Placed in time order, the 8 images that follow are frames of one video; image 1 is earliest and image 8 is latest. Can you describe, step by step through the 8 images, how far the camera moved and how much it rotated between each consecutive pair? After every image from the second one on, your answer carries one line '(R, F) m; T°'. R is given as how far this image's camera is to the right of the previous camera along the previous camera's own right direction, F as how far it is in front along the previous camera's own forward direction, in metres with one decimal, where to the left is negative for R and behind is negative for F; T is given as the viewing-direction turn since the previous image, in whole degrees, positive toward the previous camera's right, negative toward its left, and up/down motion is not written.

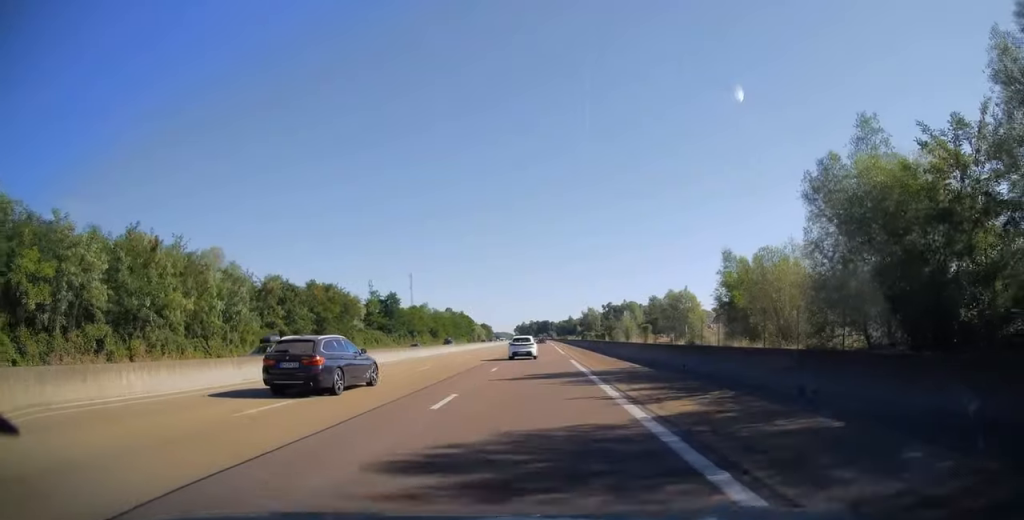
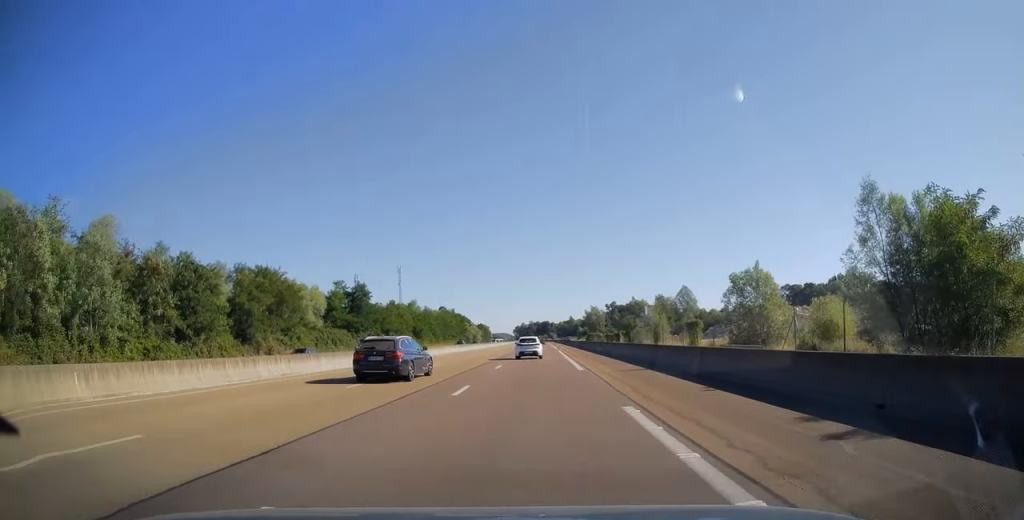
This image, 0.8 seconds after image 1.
(-0.1, +23.3) m; 0°
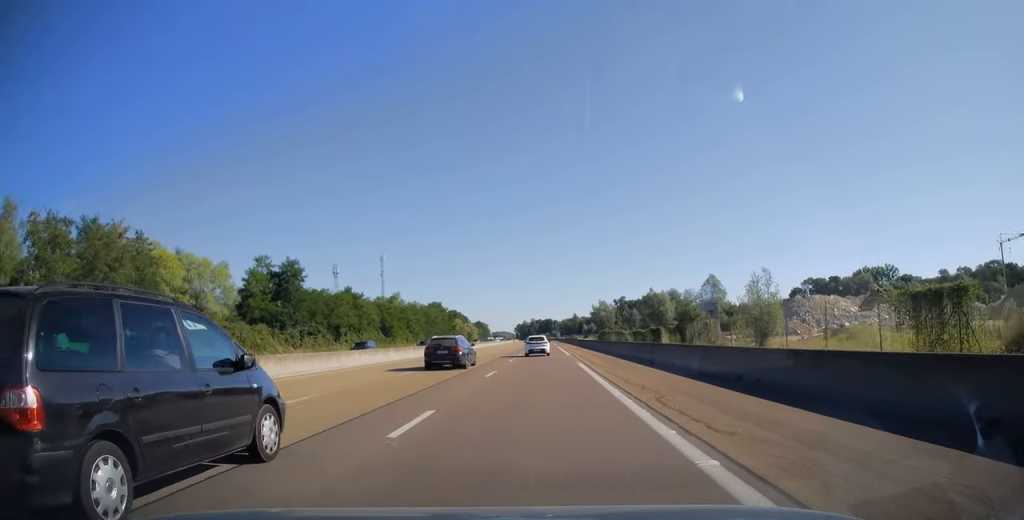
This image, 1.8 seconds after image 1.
(0.0, +32.4) m; 0°
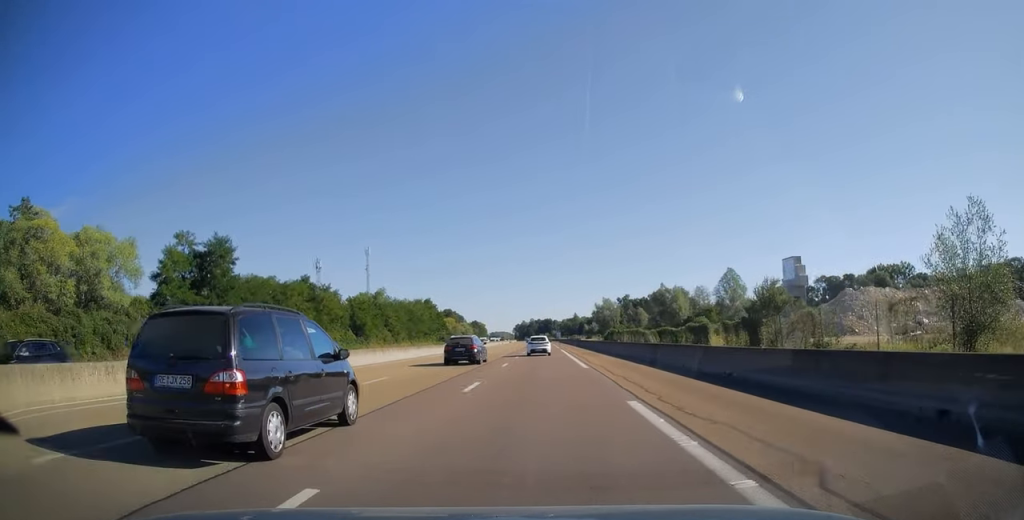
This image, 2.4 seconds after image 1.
(0.0, +19.0) m; 0°
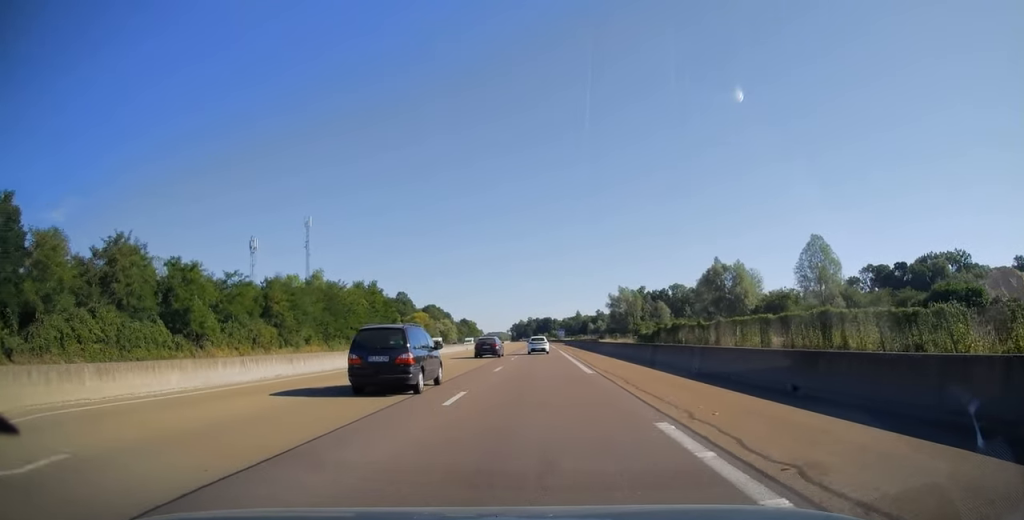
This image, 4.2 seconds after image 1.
(+0.1, +54.8) m; 0°
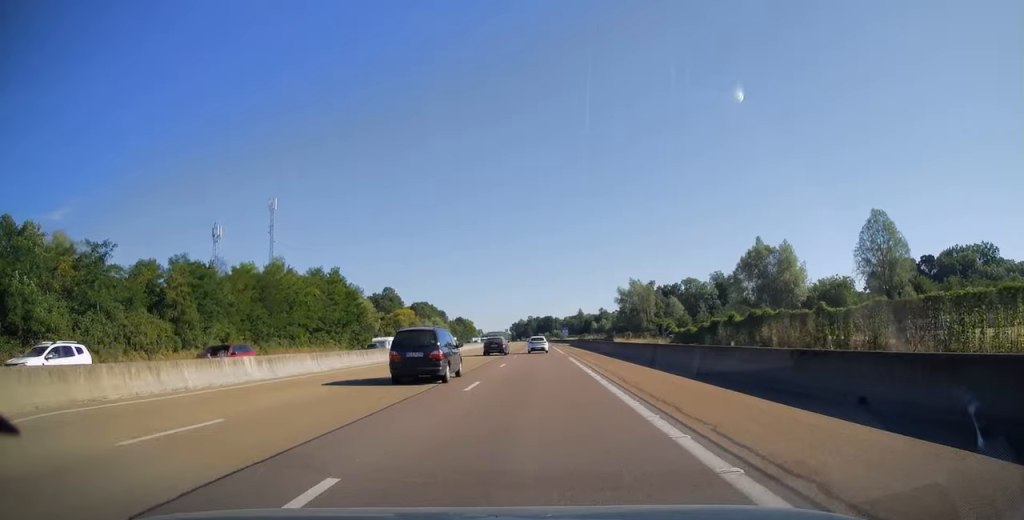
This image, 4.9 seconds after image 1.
(0.0, +22.5) m; 0°
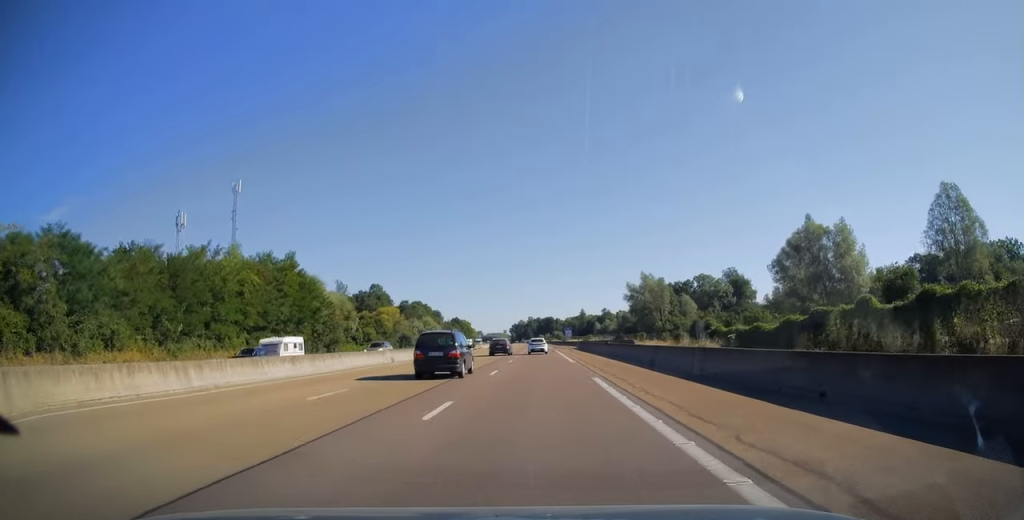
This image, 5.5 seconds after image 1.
(-0.1, +18.5) m; 0°
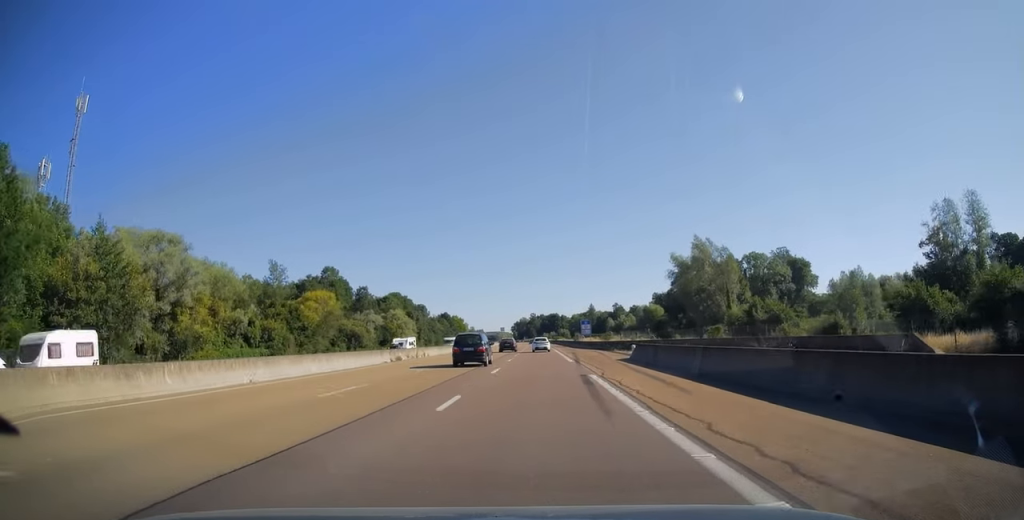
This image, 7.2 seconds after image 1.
(0.0, +50.6) m; 0°
